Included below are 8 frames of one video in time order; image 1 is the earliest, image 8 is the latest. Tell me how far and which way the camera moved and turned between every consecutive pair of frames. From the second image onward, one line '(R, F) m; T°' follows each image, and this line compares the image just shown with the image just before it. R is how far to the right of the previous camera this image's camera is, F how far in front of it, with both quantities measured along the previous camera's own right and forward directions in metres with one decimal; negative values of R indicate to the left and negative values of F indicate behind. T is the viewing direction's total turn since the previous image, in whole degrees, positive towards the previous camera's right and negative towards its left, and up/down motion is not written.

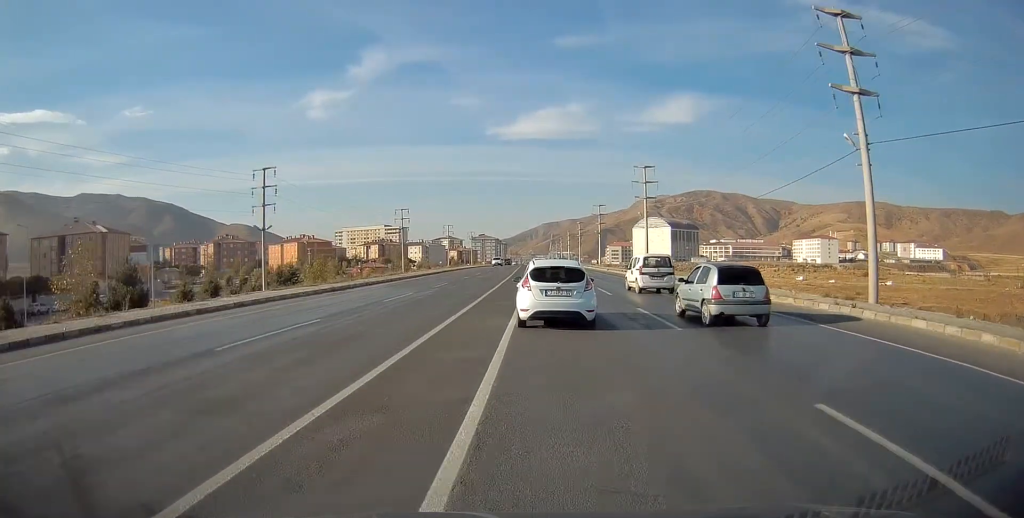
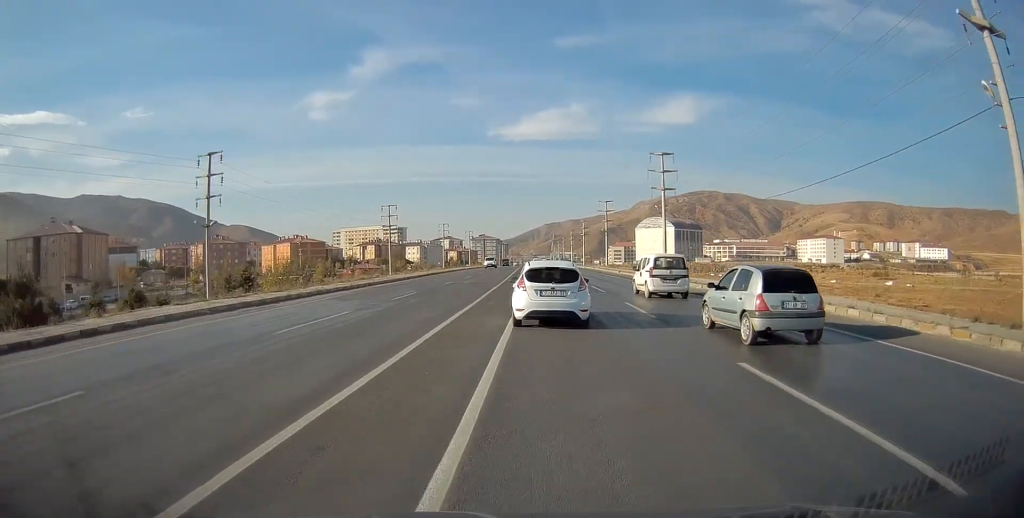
(-0.1, +9.2) m; 0°
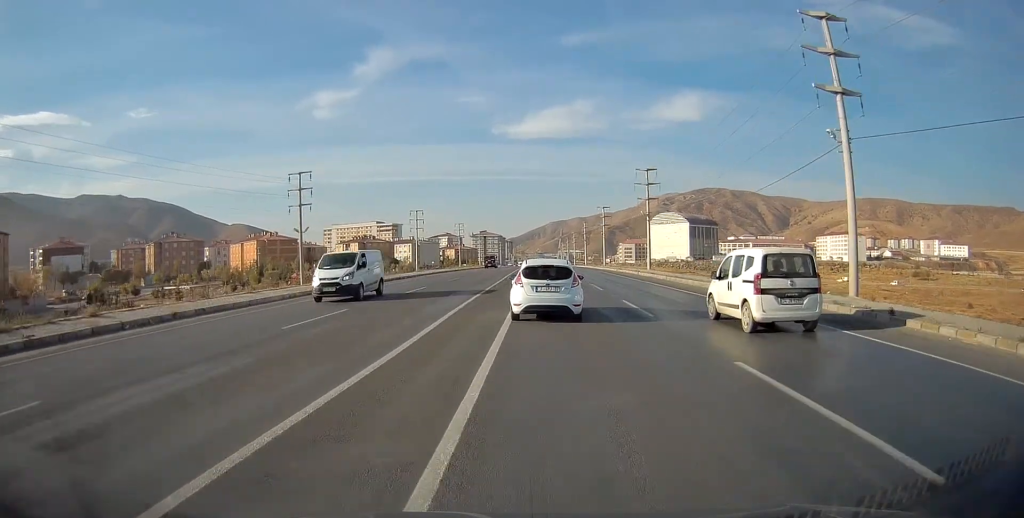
(-0.6, +35.3) m; -2°
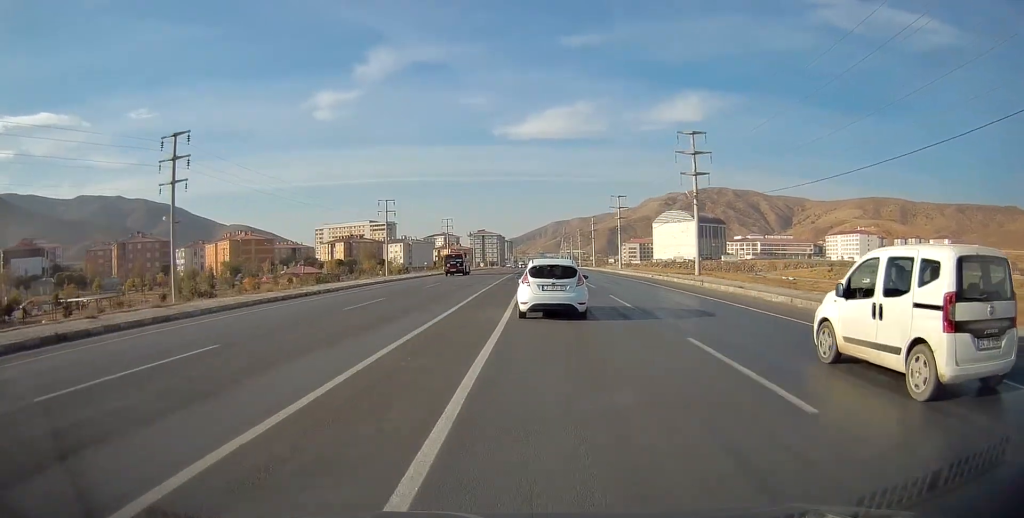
(0.0, +20.6) m; 0°
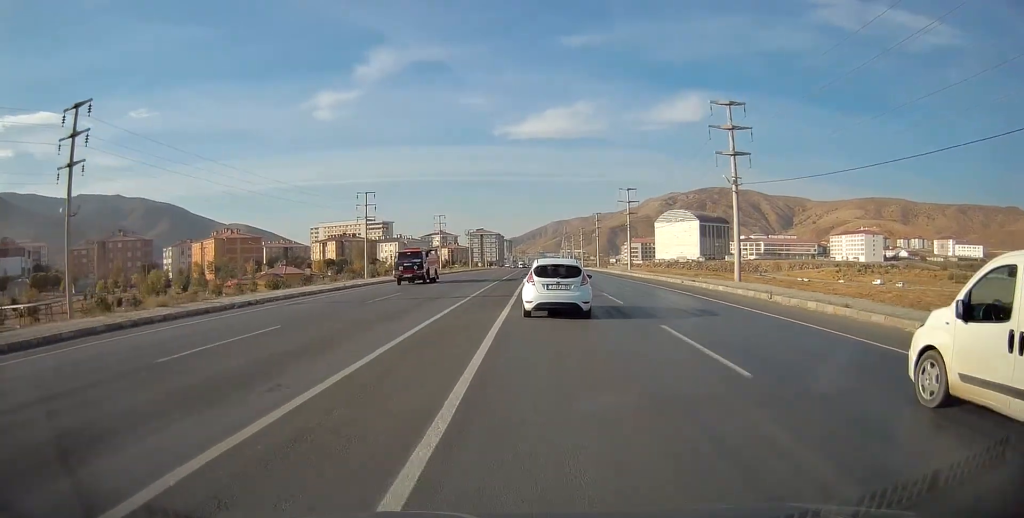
(0.0, +9.7) m; 0°
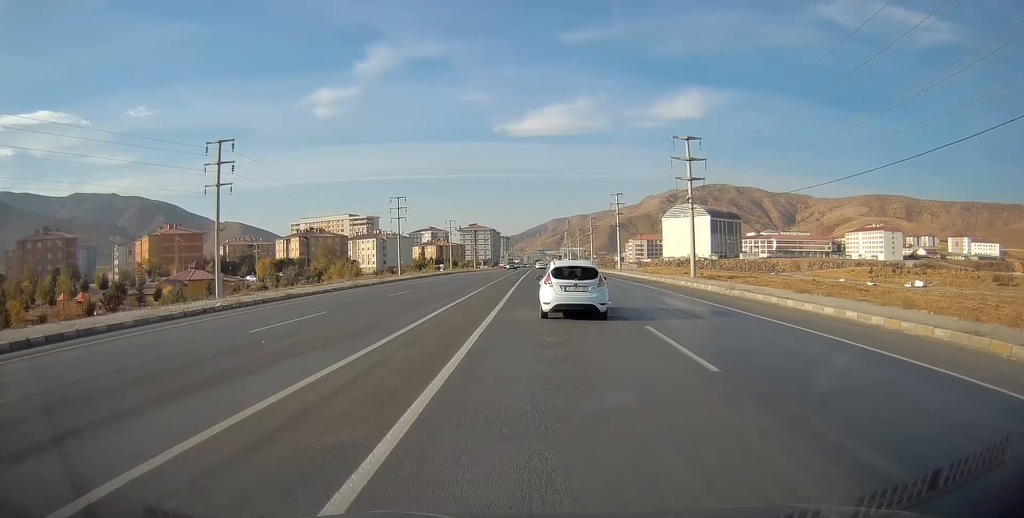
(-0.3, +34.9) m; -1°
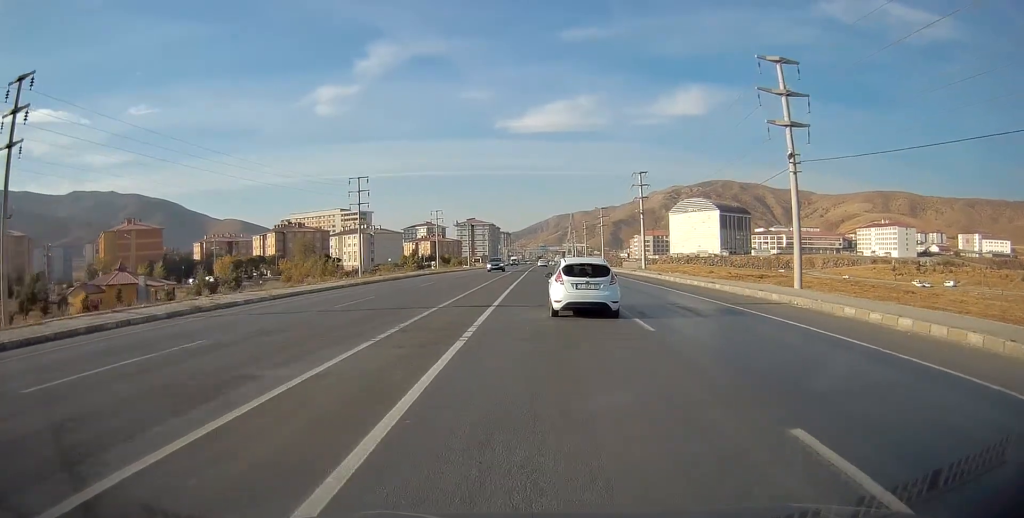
(-0.1, +20.0) m; +1°
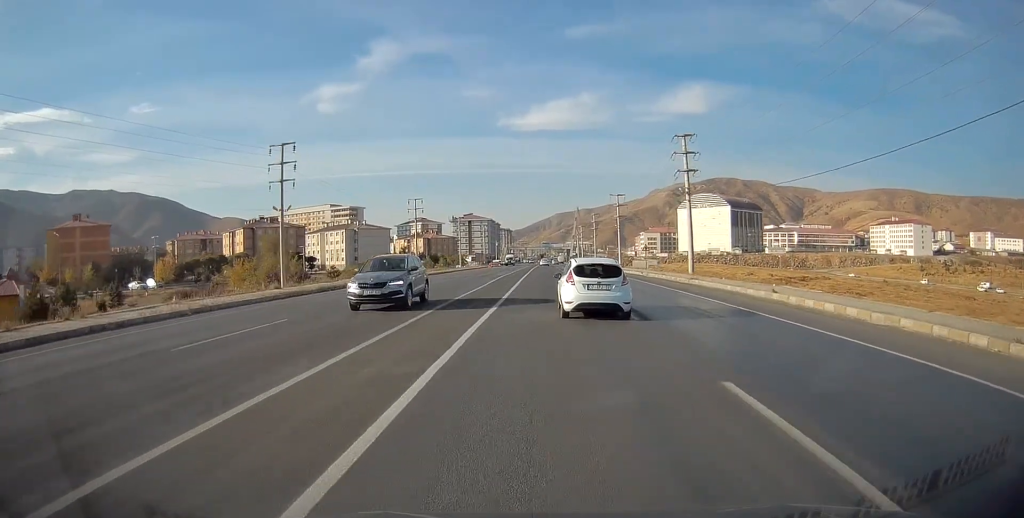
(+0.3, +21.7) m; 0°
